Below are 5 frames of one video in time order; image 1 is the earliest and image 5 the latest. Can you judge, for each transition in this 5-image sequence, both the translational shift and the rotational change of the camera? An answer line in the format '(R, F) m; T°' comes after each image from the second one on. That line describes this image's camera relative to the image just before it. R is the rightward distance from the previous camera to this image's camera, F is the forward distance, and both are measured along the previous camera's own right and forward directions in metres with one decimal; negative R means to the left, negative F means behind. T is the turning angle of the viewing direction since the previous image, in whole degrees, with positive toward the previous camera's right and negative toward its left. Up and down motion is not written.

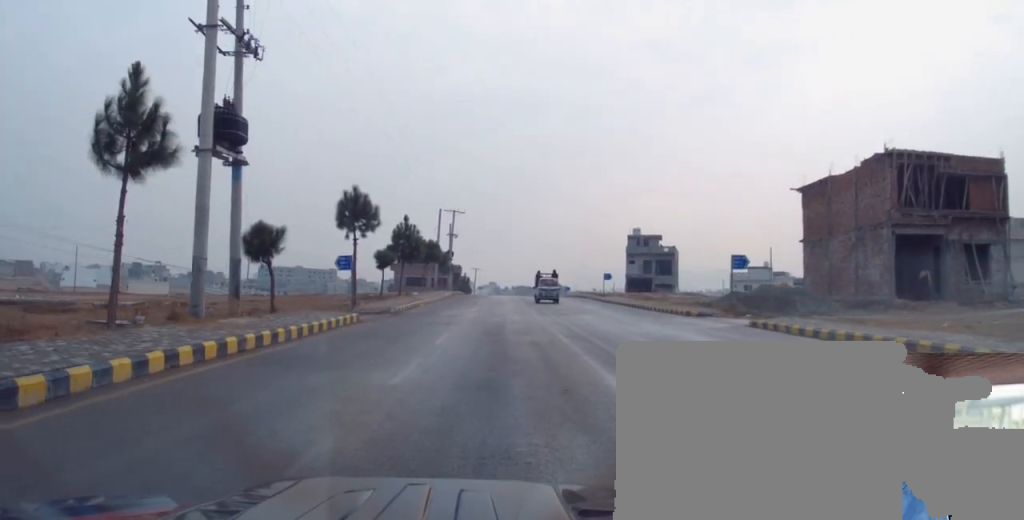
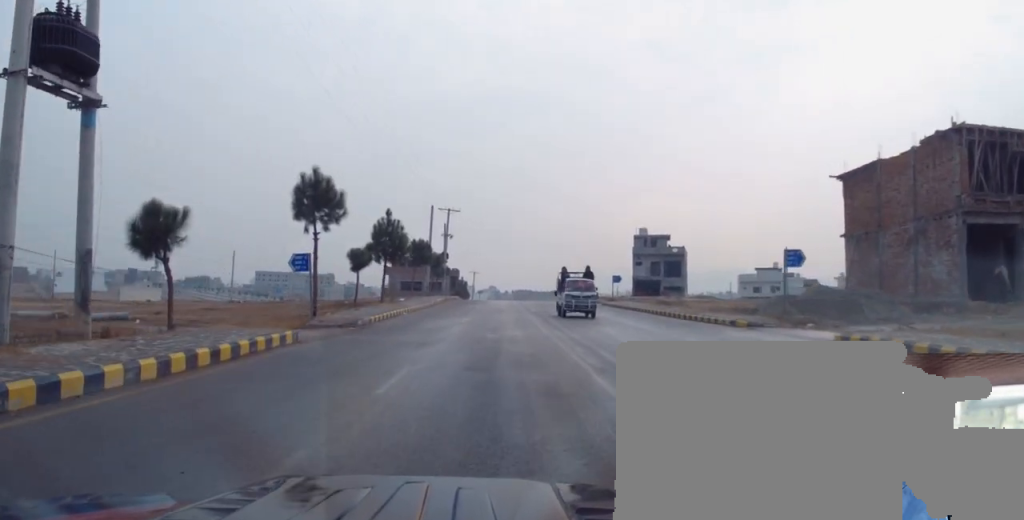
(-0.1, +6.3) m; -1°
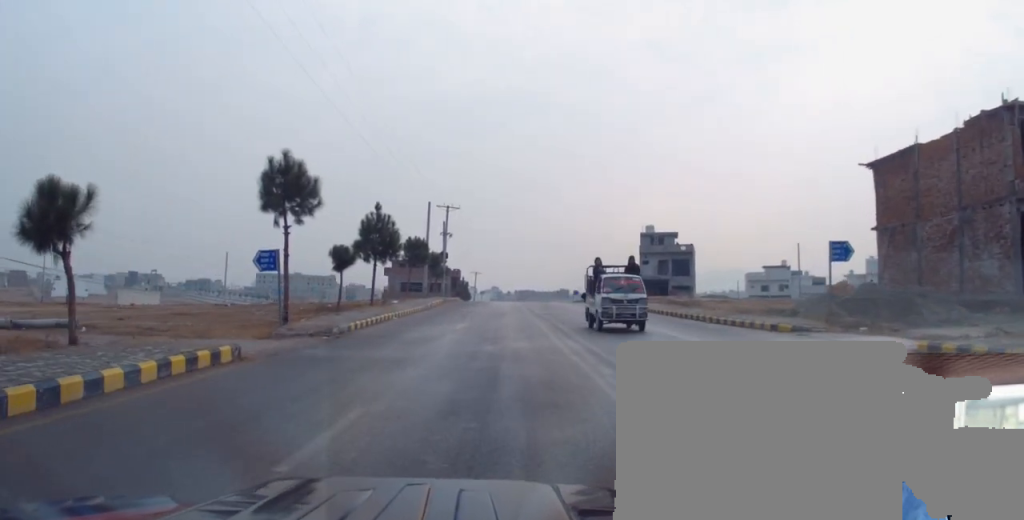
(0.0, +3.7) m; 0°
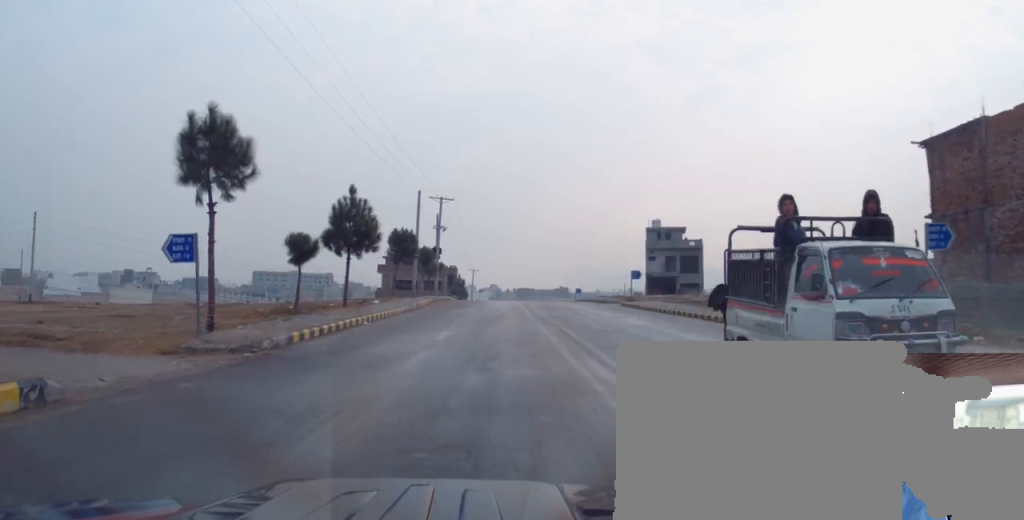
(+0.3, +5.8) m; 0°
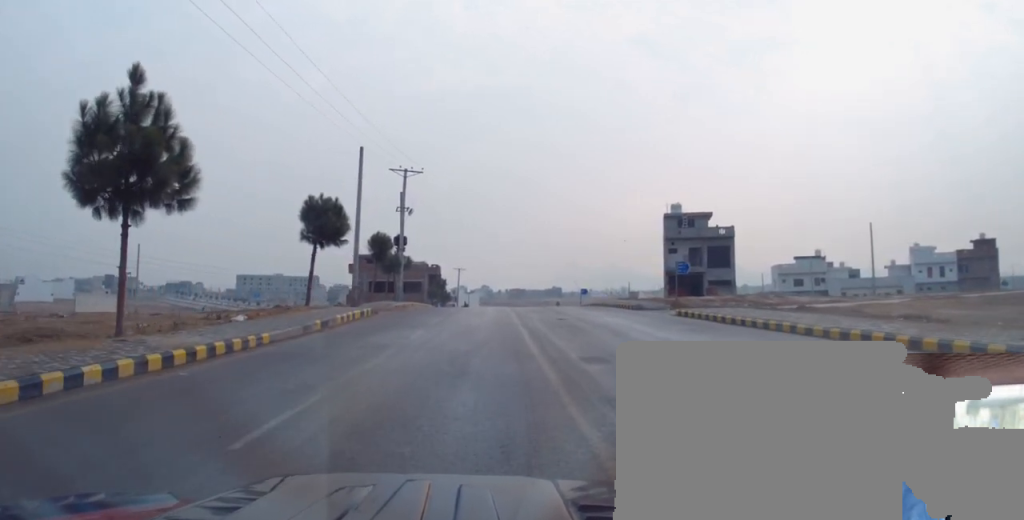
(-0.5, +17.7) m; 0°
